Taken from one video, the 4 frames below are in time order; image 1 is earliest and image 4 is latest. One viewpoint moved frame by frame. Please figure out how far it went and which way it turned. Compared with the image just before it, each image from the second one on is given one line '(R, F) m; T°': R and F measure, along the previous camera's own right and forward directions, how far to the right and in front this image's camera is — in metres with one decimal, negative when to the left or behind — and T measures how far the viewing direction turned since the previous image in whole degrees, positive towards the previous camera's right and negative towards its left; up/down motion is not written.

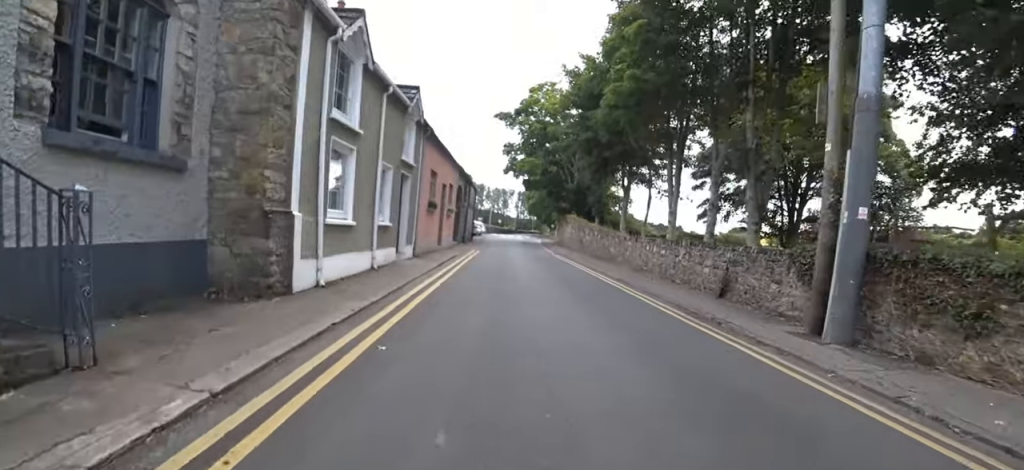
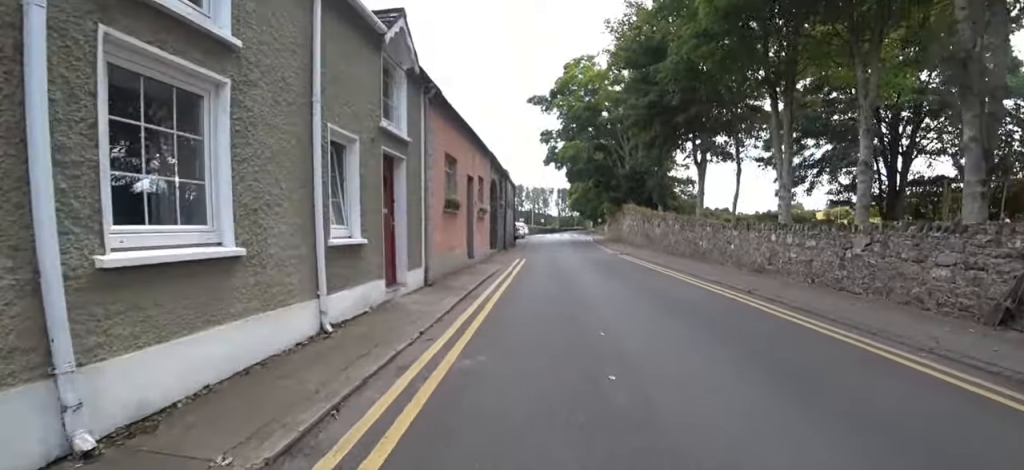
(+0.6, +4.7) m; +2°
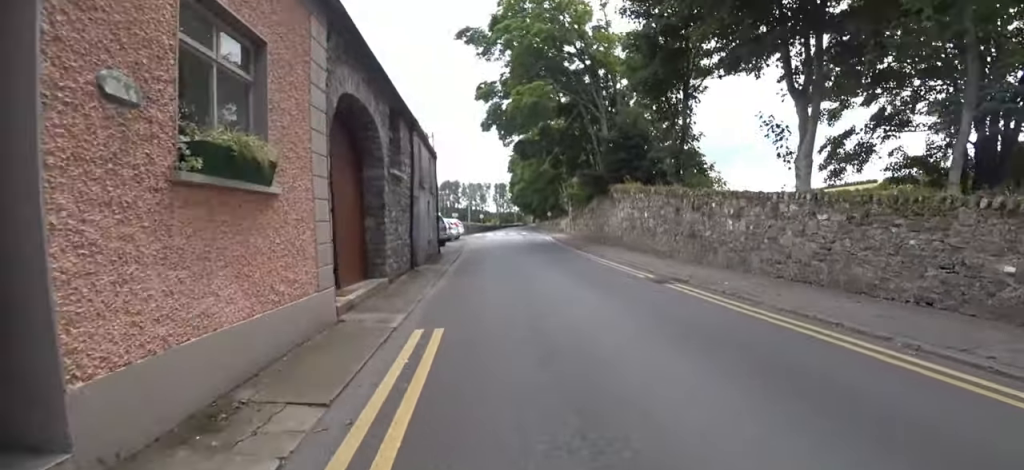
(-1.6, +11.5) m; -8°
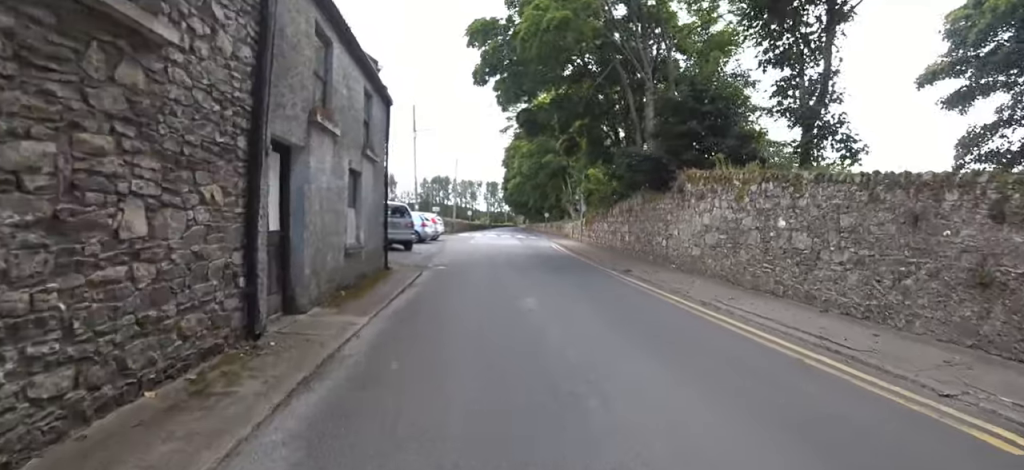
(+0.9, +7.3) m; +8°
